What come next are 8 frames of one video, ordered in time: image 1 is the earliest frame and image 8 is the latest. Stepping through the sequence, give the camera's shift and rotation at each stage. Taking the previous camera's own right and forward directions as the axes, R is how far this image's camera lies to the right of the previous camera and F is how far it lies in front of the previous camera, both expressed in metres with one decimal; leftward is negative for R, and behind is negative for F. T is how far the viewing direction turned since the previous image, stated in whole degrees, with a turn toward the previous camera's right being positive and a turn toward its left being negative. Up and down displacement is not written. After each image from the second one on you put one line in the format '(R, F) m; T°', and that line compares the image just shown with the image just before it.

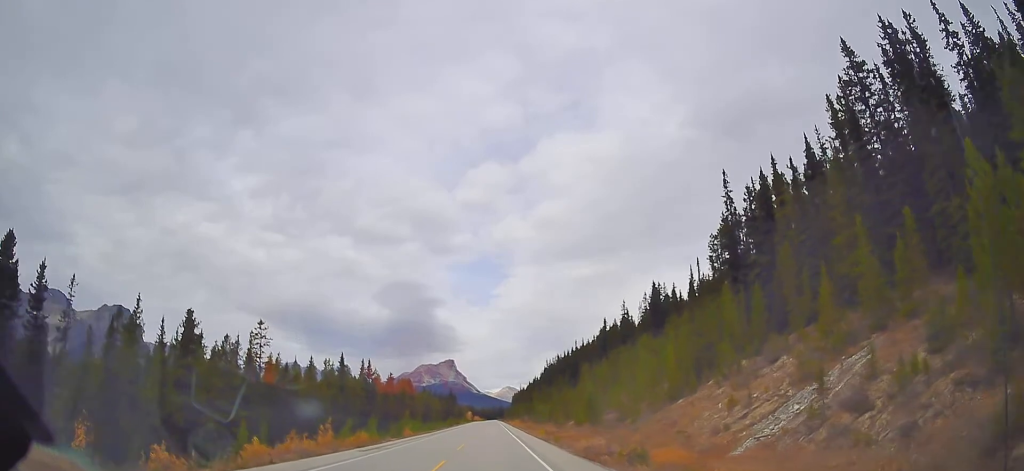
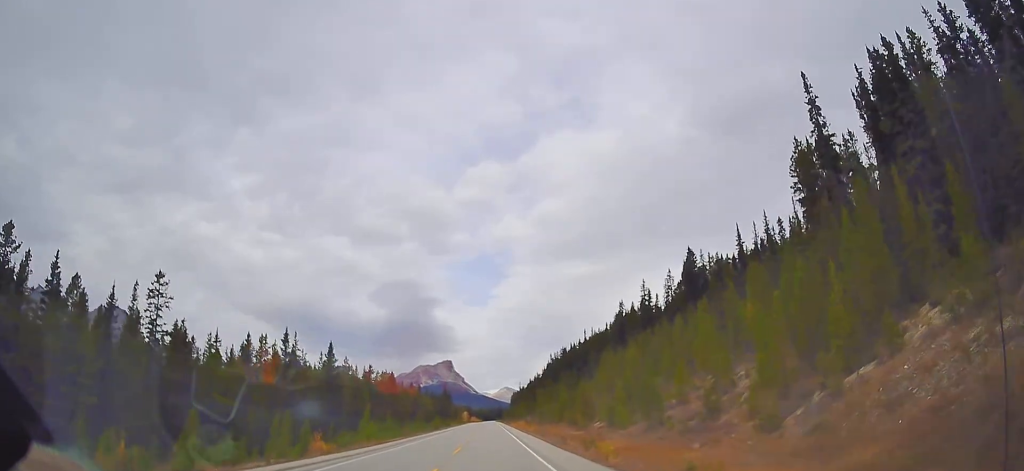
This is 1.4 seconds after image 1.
(+0.6, +28.7) m; +2°
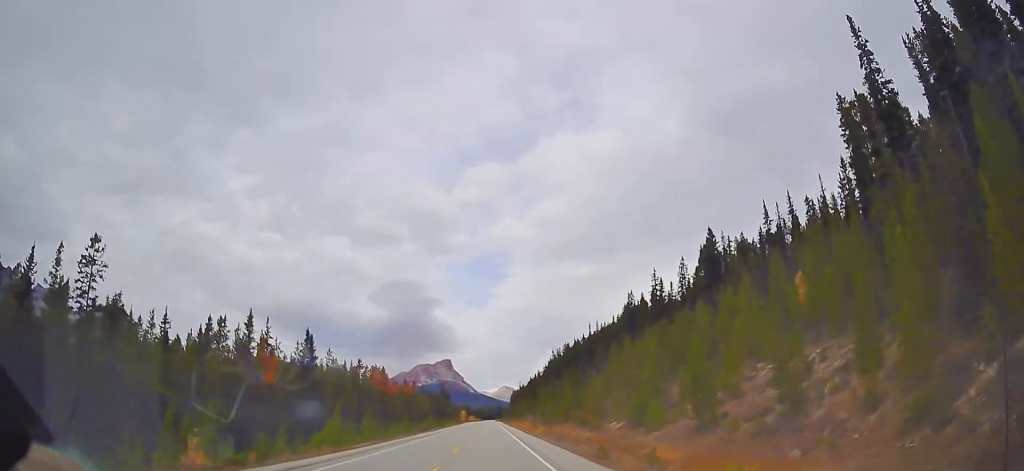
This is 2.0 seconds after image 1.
(-0.1, +12.6) m; +1°
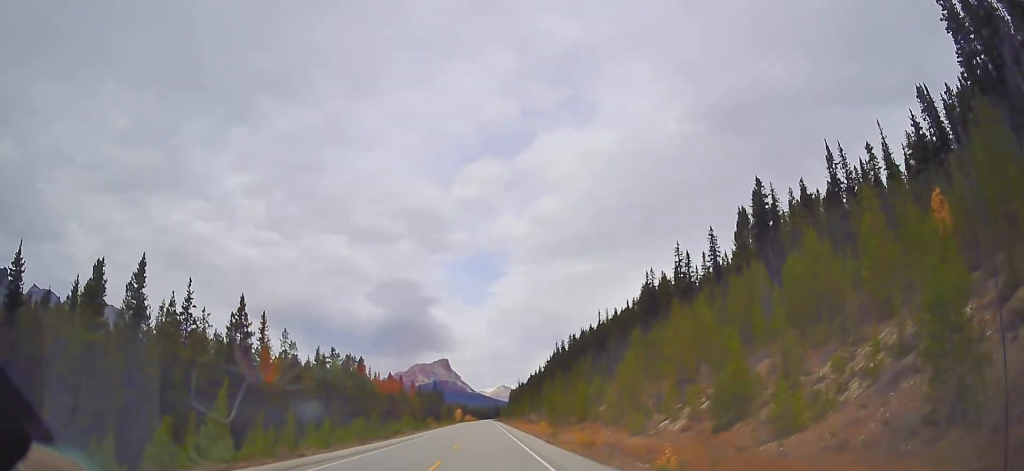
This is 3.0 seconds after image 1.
(+0.4, +22.5) m; -1°
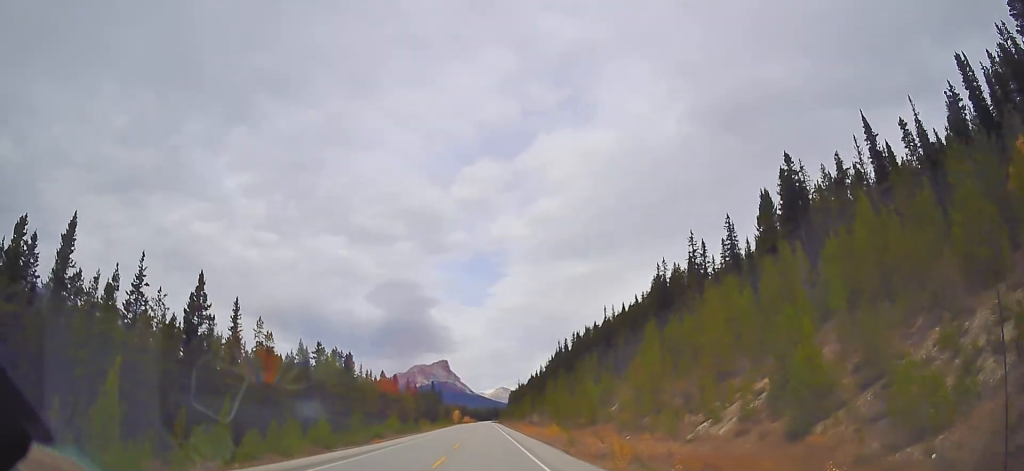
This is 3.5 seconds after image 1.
(-0.4, +10.6) m; -1°
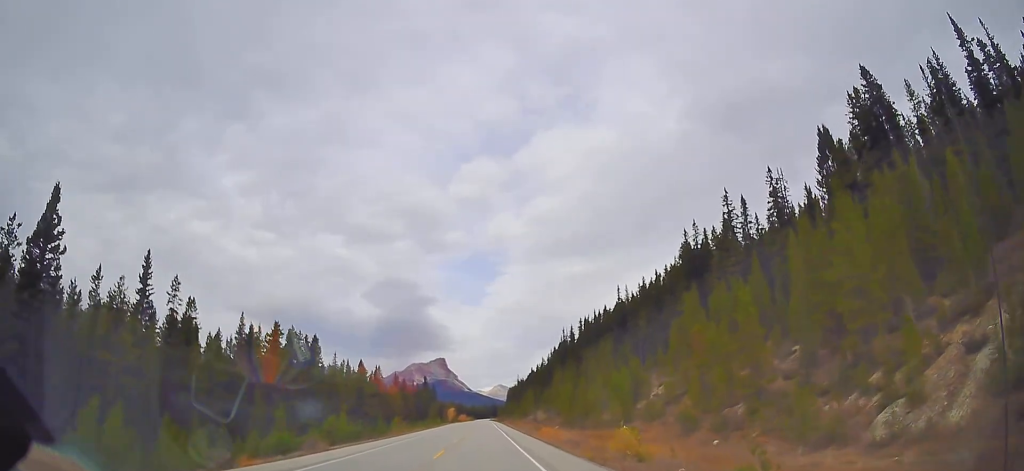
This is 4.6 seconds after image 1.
(-0.1, +22.0) m; 0°
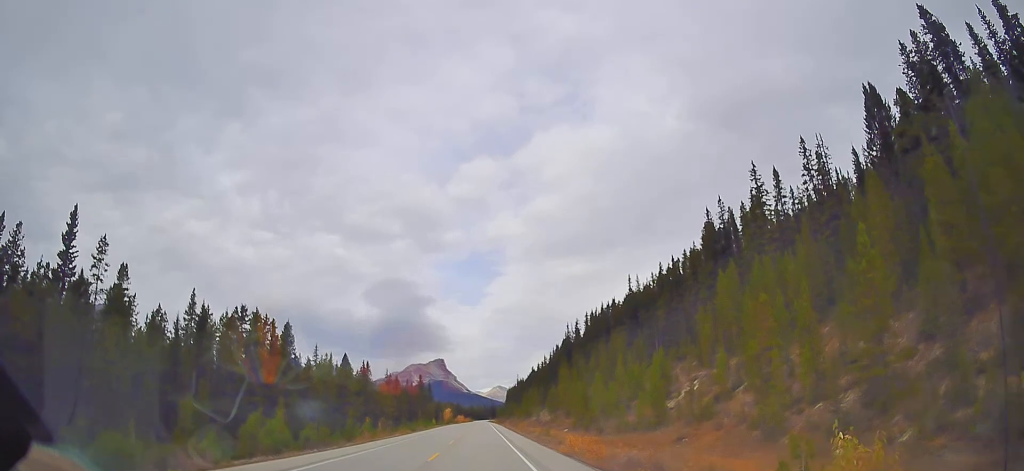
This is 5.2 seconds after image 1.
(+0.1, +13.5) m; +1°
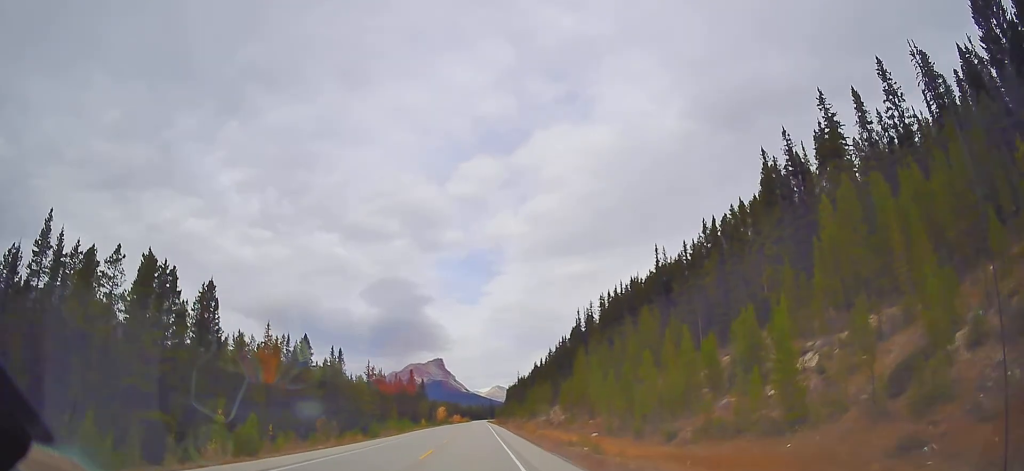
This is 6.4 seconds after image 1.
(+0.2, +25.1) m; 0°
